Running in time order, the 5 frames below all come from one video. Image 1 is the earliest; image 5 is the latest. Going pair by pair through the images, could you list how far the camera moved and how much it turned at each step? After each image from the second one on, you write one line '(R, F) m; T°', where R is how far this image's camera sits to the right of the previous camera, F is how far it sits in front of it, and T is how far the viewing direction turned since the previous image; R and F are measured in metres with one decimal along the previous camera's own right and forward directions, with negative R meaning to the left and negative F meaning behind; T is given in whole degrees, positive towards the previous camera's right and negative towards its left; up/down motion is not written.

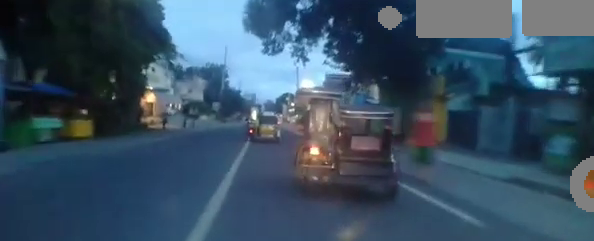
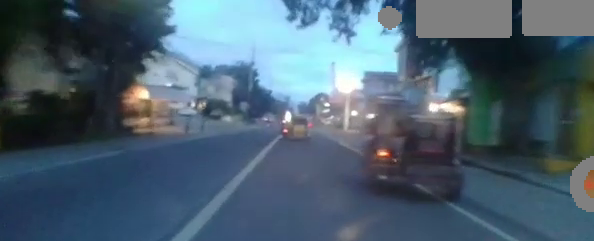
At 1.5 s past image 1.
(+0.1, +8.8) m; +5°
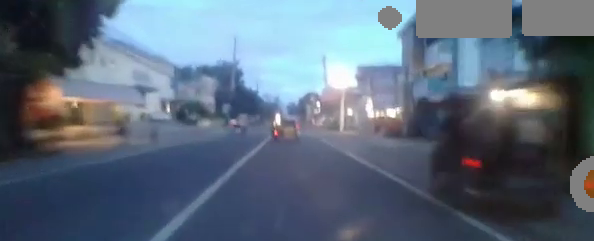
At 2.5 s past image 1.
(+0.2, +6.9) m; +1°
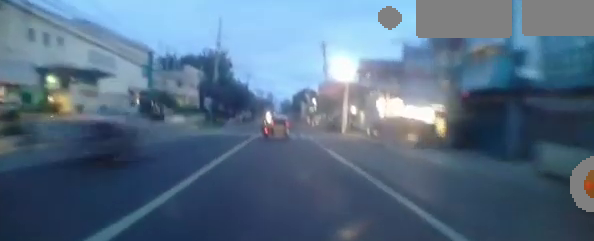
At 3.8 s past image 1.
(+0.2, +8.9) m; 0°
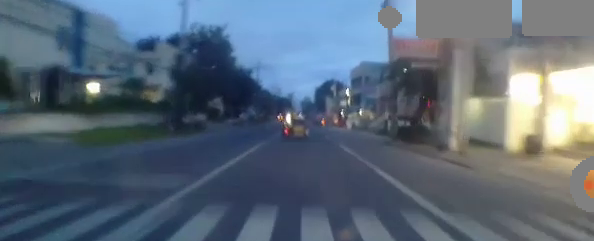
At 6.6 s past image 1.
(-2.0, +24.1) m; -3°
